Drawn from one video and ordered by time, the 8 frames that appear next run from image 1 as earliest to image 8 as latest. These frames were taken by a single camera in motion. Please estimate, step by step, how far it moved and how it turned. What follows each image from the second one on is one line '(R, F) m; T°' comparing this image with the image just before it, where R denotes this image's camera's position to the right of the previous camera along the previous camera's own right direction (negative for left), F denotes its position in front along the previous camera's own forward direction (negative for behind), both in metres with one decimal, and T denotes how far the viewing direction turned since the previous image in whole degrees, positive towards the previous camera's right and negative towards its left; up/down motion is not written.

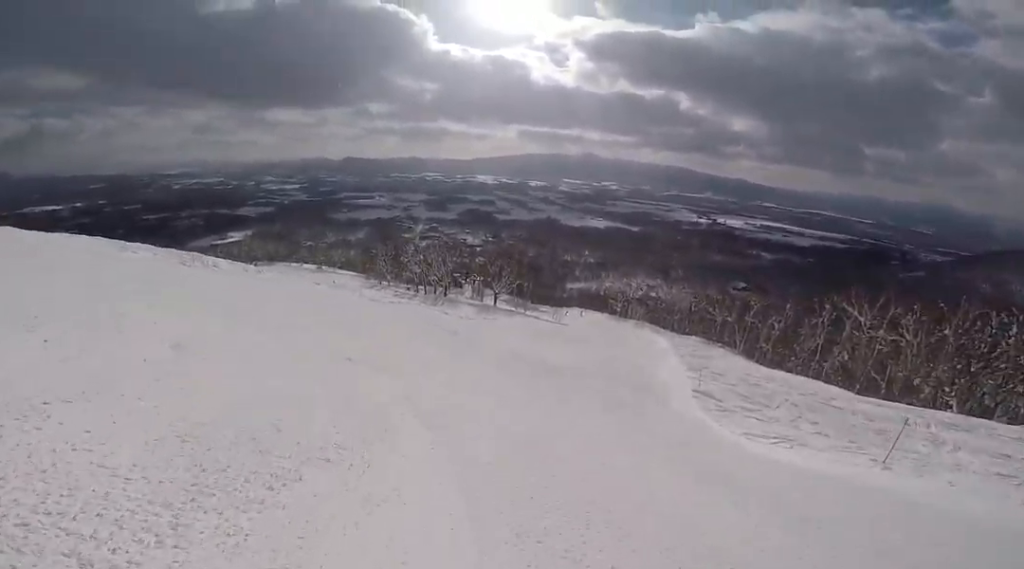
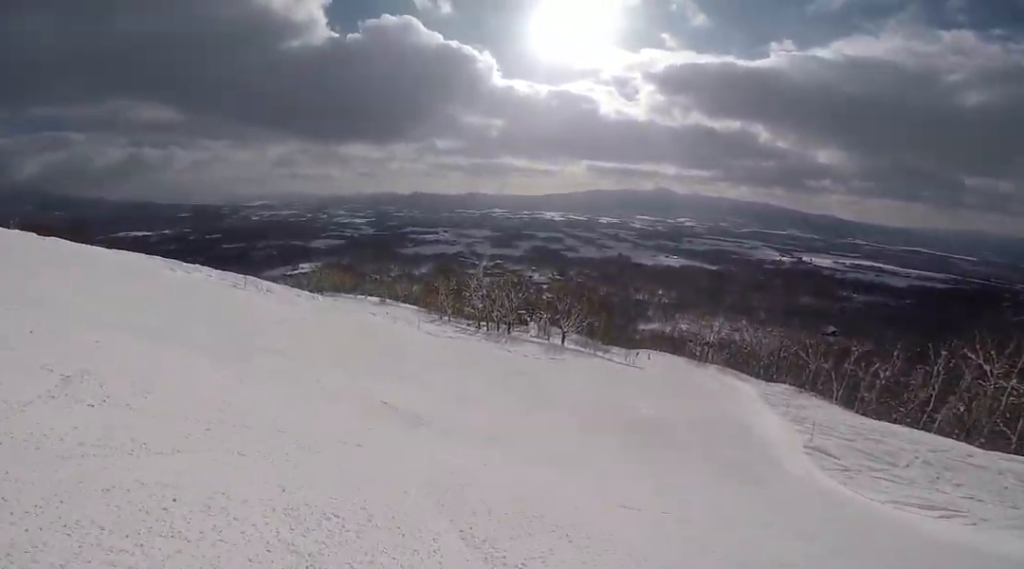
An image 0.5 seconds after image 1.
(-0.2, +2.8) m; -12°
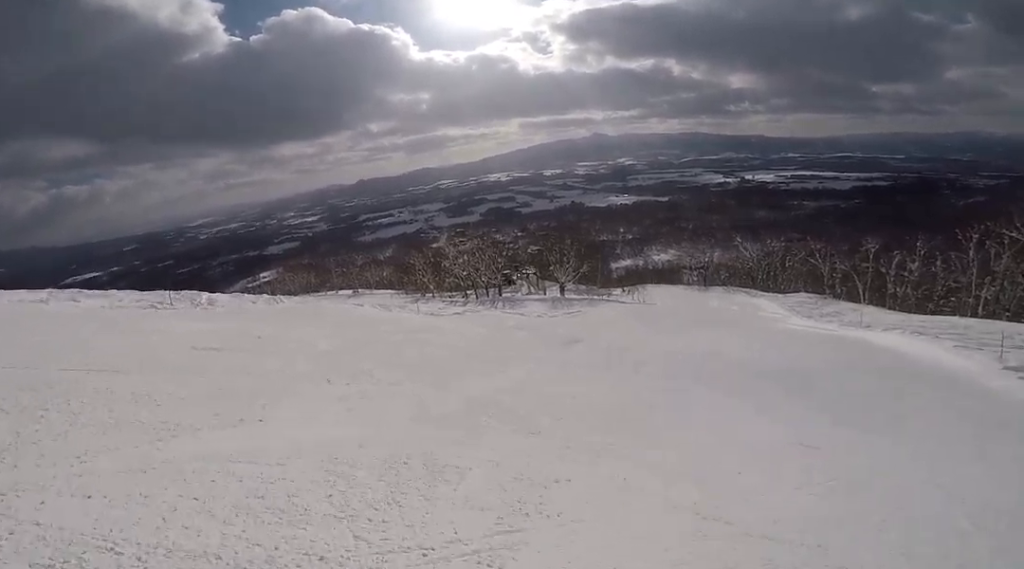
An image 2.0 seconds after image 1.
(-1.2, +8.8) m; -4°
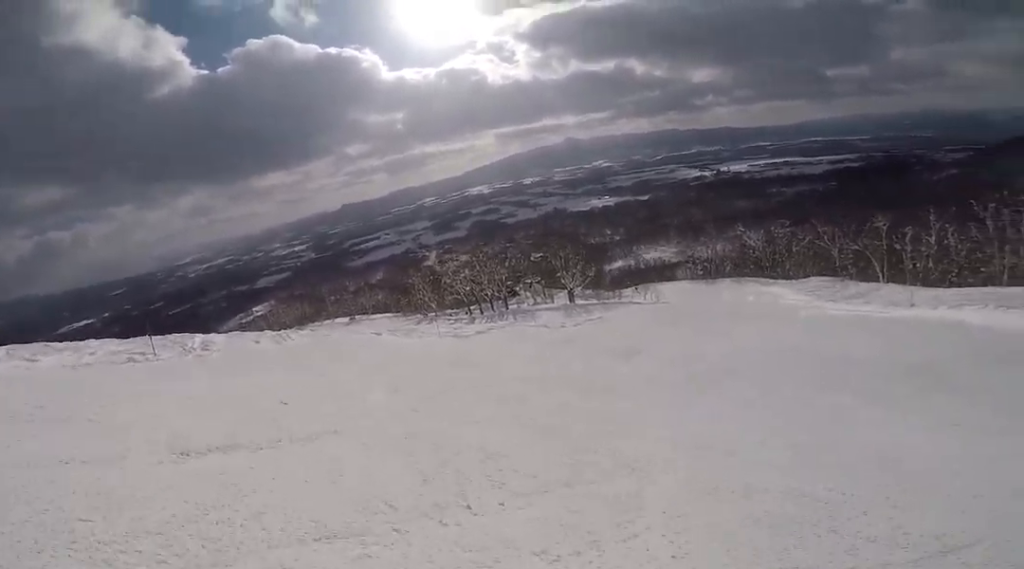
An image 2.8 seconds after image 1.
(+0.2, +4.6) m; +11°
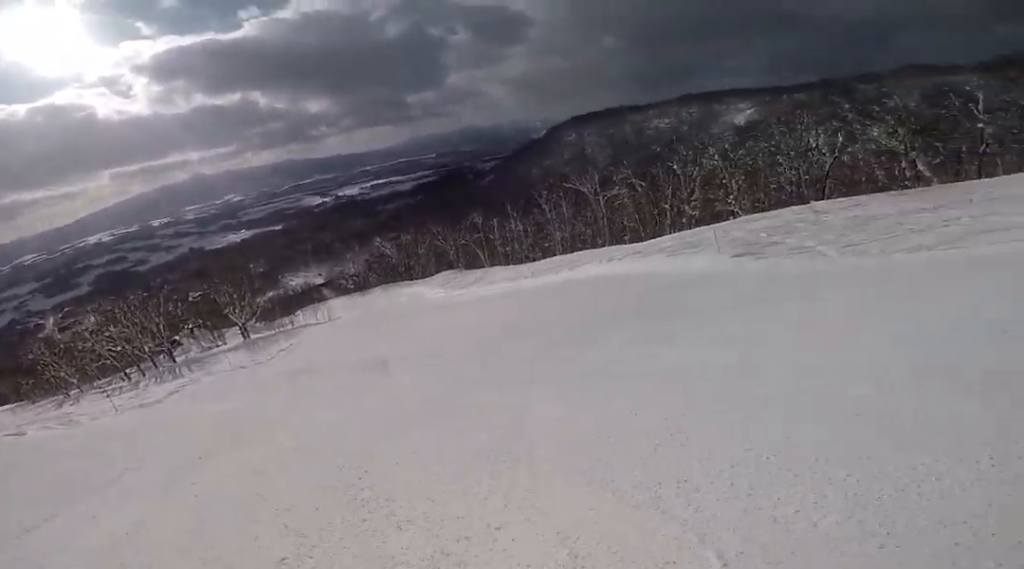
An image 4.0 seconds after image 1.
(+1.2, +5.9) m; +38°
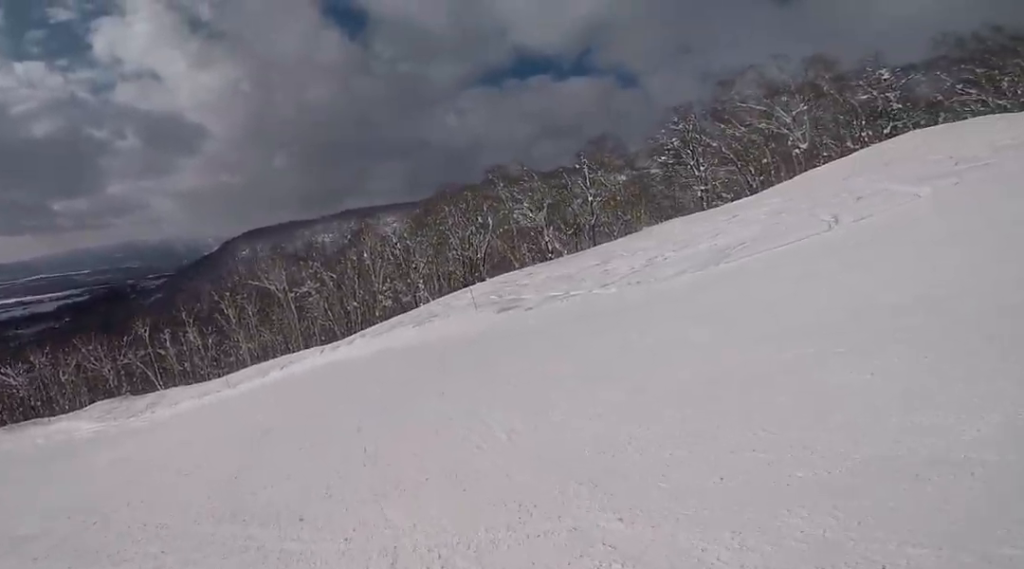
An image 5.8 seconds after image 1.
(+5.3, +8.1) m; +38°
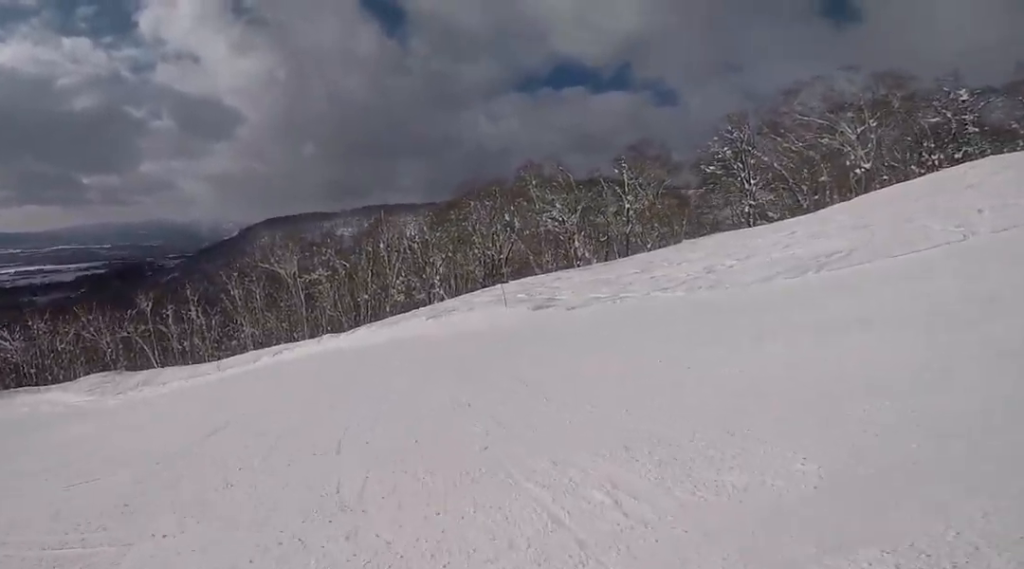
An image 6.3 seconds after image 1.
(+0.4, +3.2) m; -7°
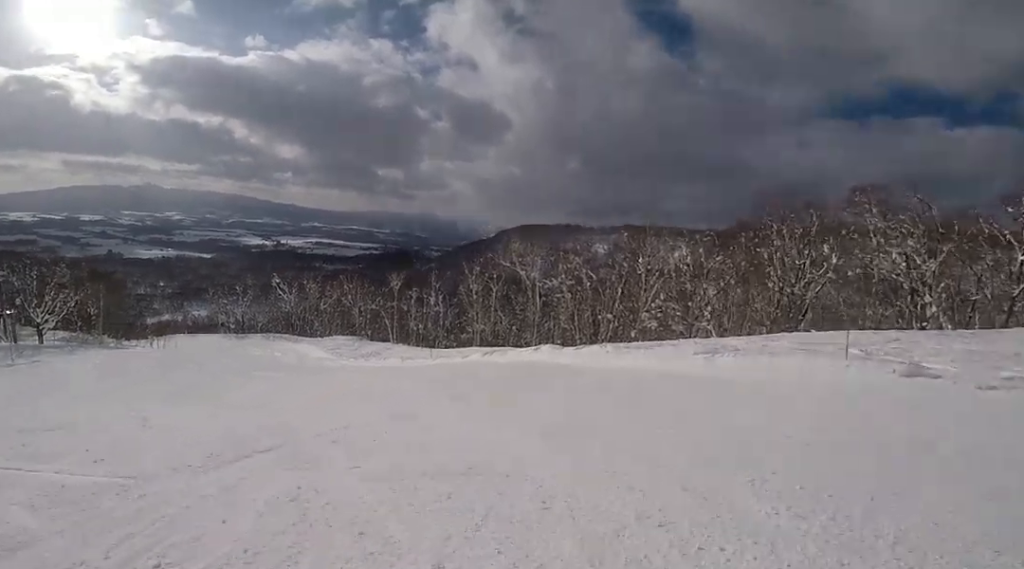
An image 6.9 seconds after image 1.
(-0.6, +4.1) m; -15°
